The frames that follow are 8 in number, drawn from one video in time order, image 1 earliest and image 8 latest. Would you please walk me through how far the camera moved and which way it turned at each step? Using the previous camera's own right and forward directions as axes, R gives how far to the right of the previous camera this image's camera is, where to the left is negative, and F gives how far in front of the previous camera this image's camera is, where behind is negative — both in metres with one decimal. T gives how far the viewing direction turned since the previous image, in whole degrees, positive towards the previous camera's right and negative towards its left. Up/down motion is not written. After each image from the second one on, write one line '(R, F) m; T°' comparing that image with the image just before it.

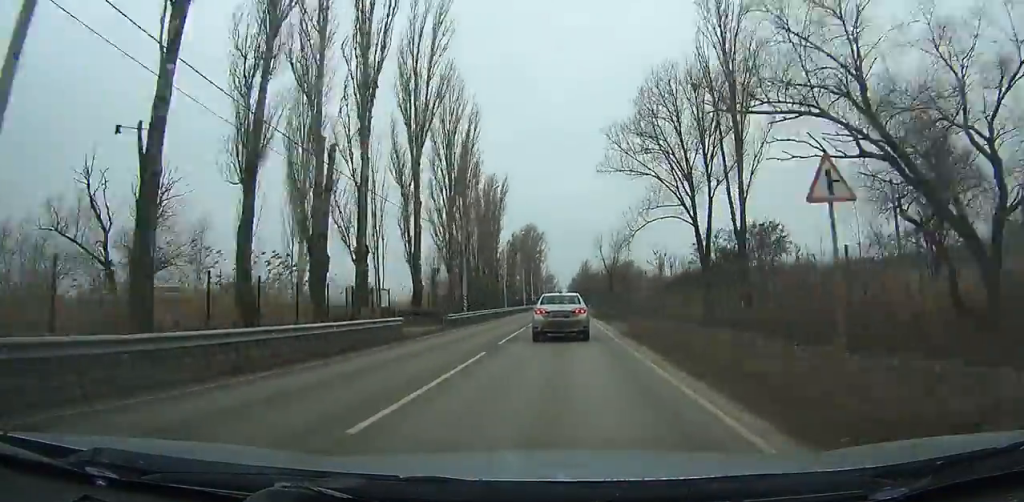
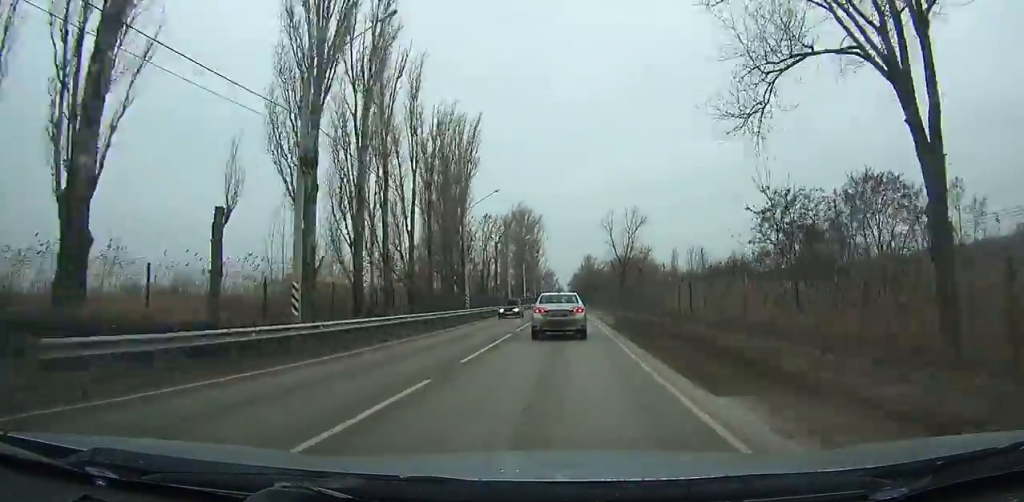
(0.0, +28.6) m; 0°
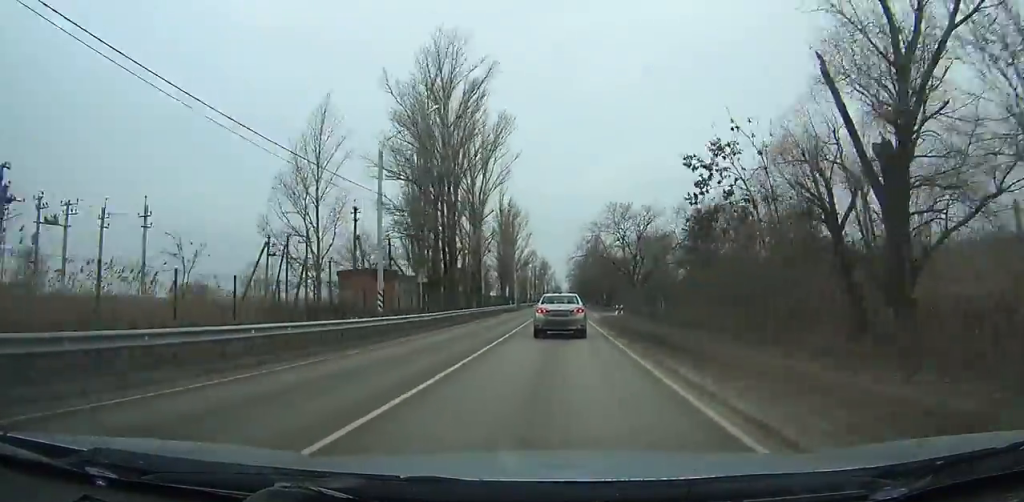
(-0.3, +91.5) m; 0°
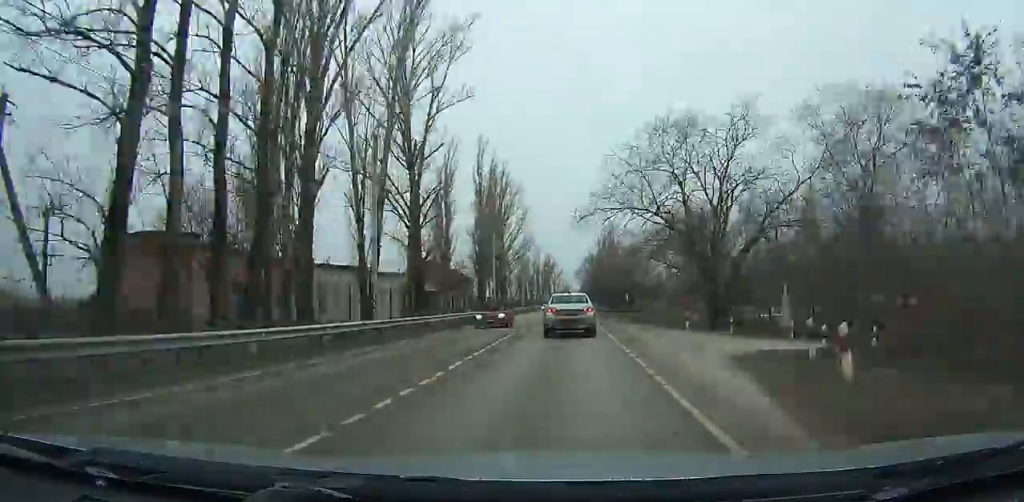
(0.0, +35.5) m; 0°
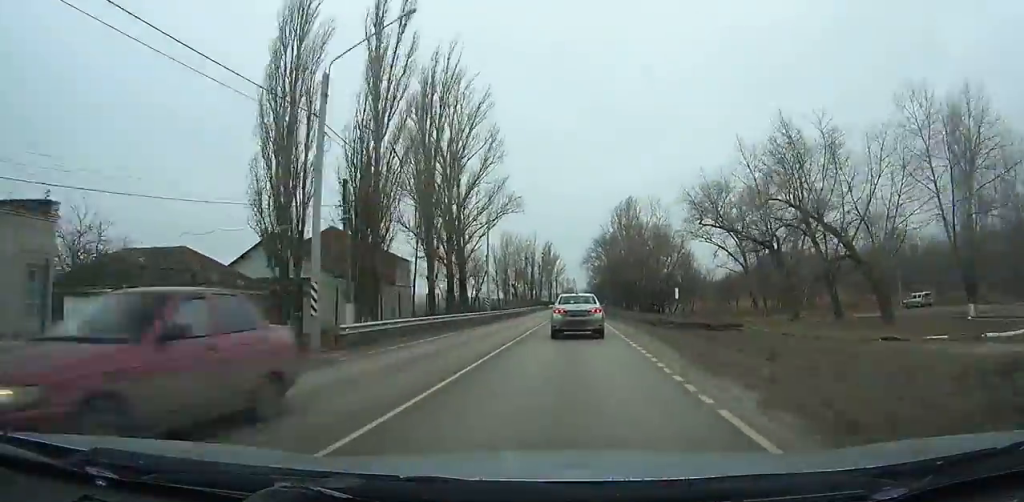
(-0.2, +43.8) m; 0°
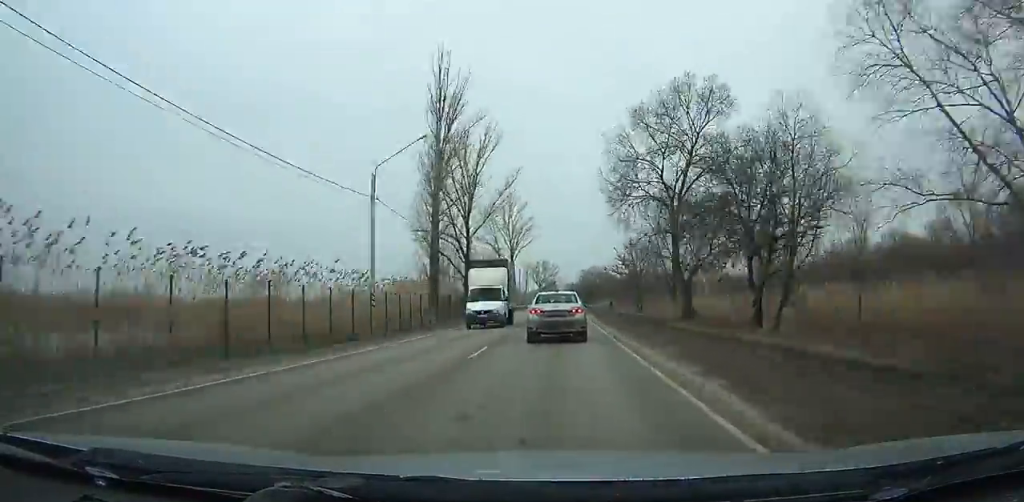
(+1.1, +157.1) m; +1°
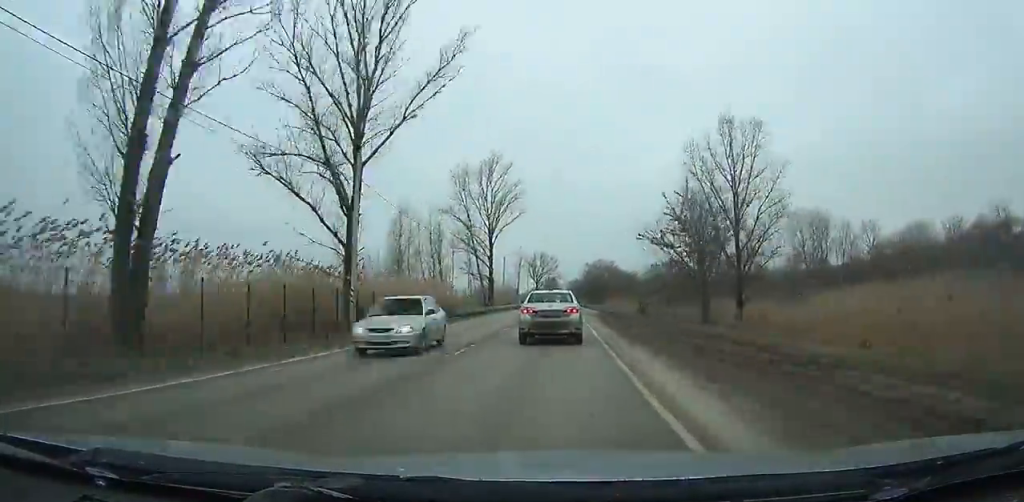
(+0.1, +34.0) m; 0°
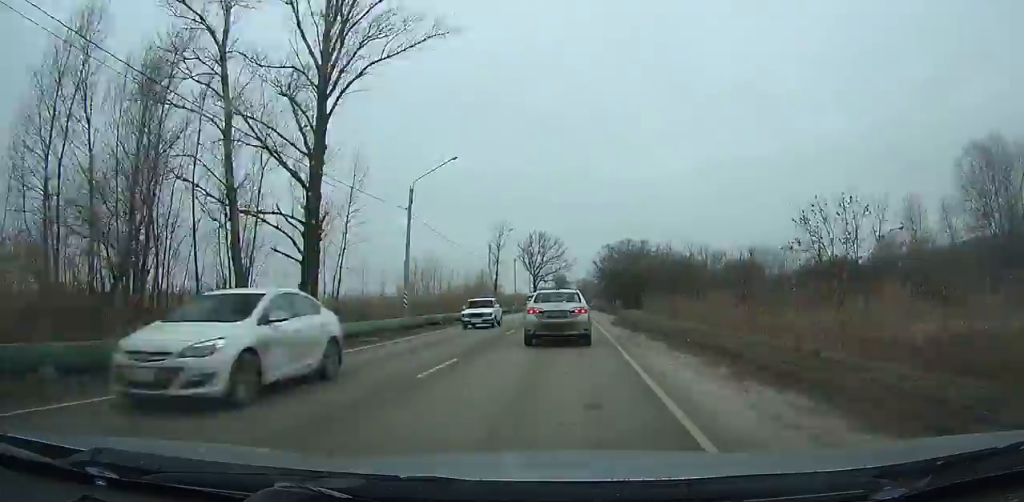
(-0.5, +61.3) m; -1°
